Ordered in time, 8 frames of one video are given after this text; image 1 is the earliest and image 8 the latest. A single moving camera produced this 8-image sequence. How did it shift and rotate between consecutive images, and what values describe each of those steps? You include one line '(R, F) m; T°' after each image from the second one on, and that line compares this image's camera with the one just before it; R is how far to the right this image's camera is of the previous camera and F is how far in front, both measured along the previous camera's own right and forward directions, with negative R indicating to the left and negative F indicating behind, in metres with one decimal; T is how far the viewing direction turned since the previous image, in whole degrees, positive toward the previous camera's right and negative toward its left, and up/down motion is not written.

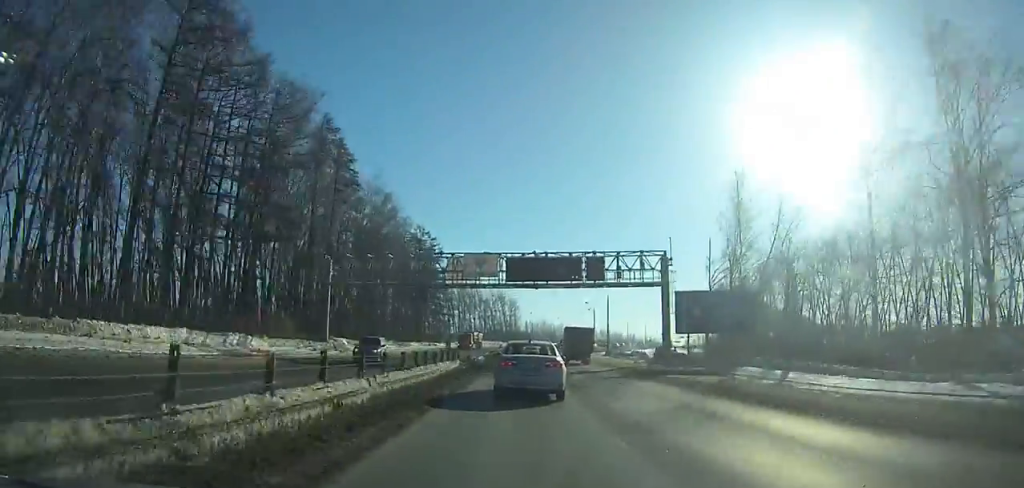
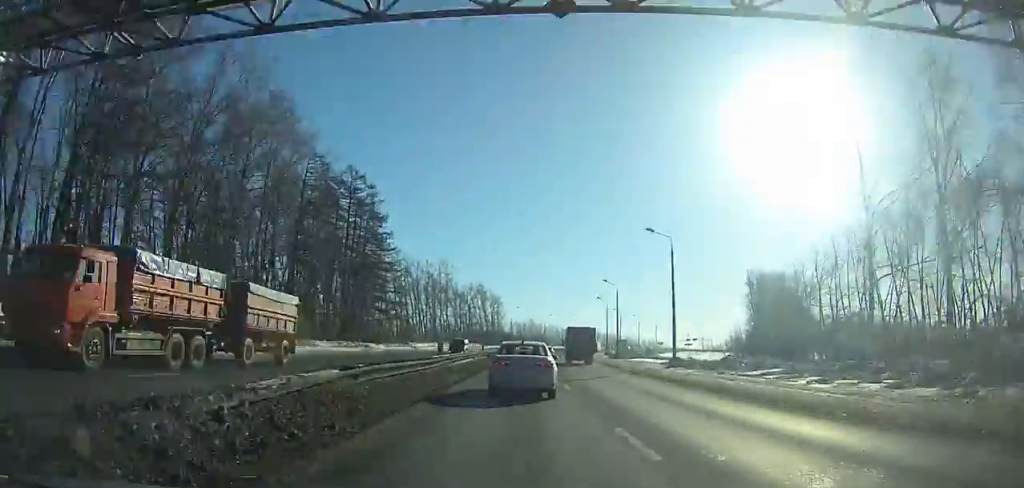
(+0.4, +44.4) m; +2°
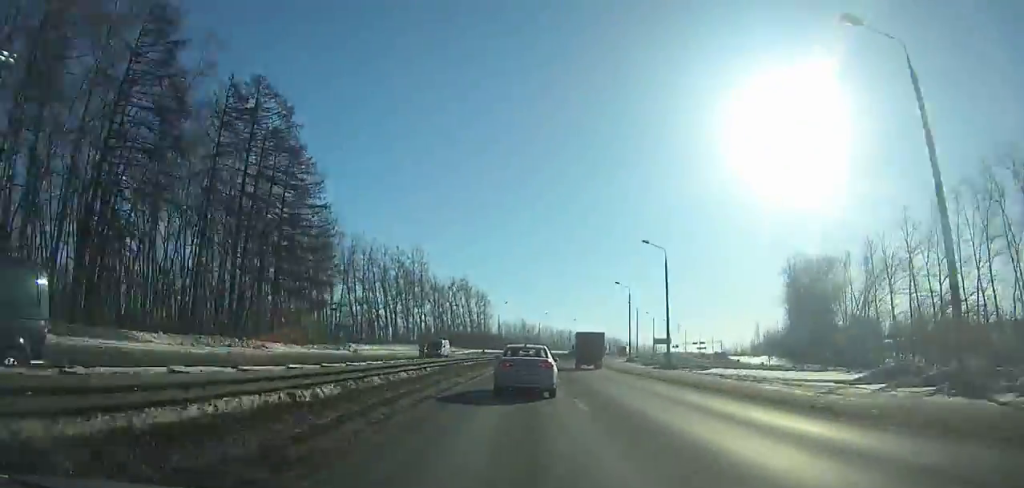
(-0.2, +29.7) m; +2°
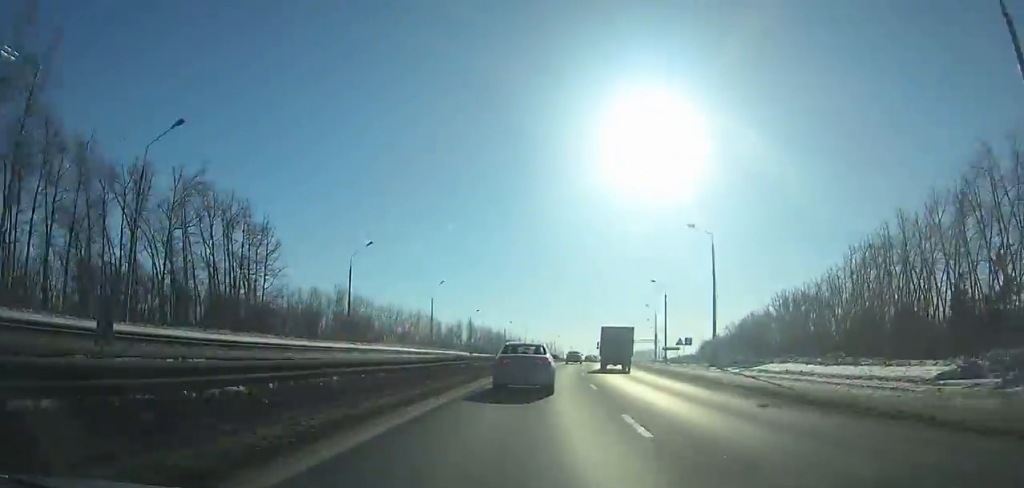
(+11.2, +99.7) m; +13°
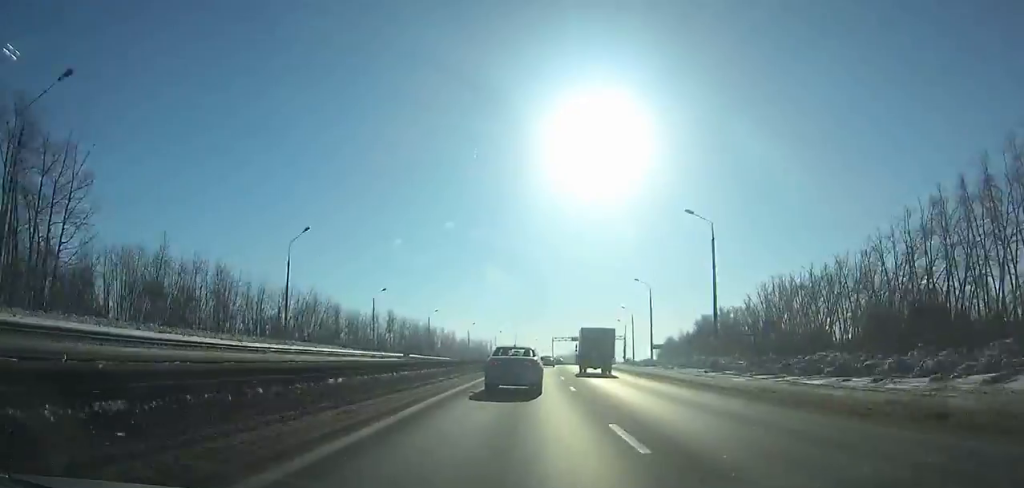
(+1.9, +38.8) m; +4°
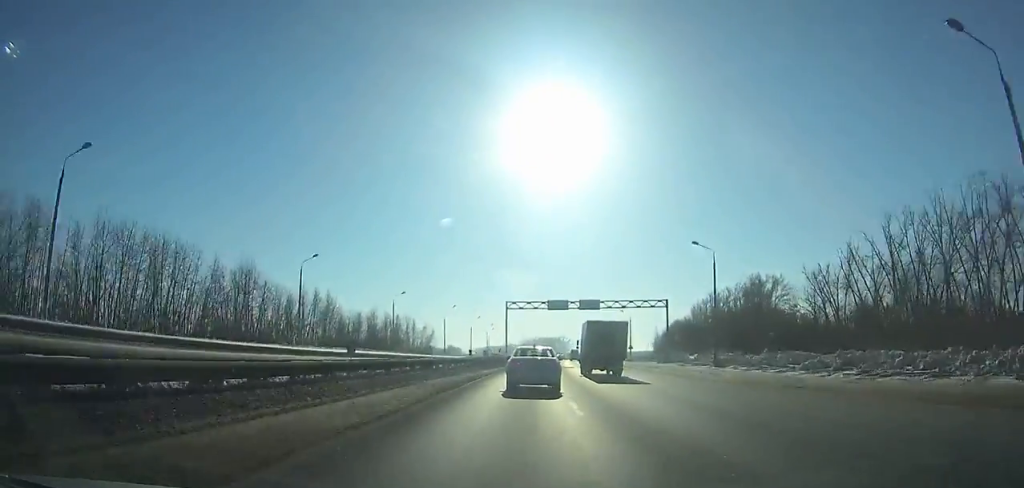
(+5.0, +90.6) m; +6°
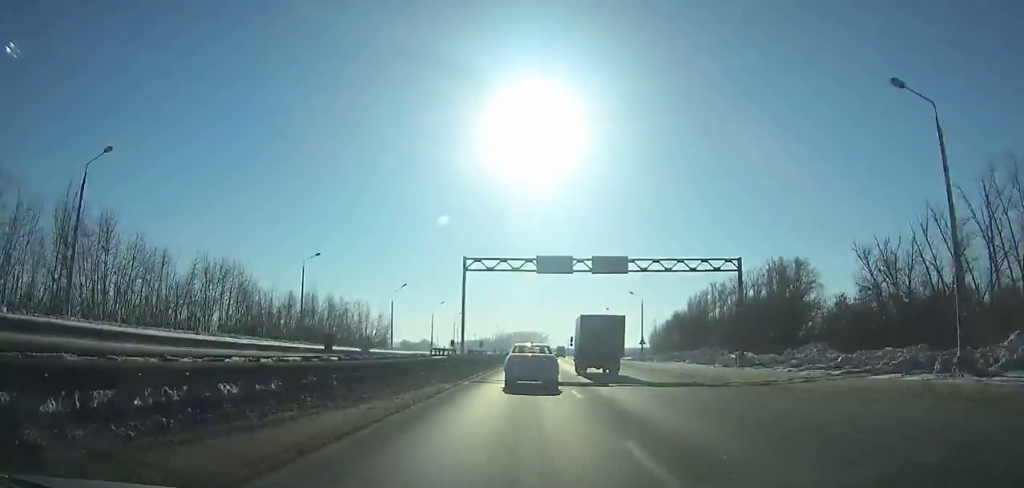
(+0.8, +32.0) m; +1°
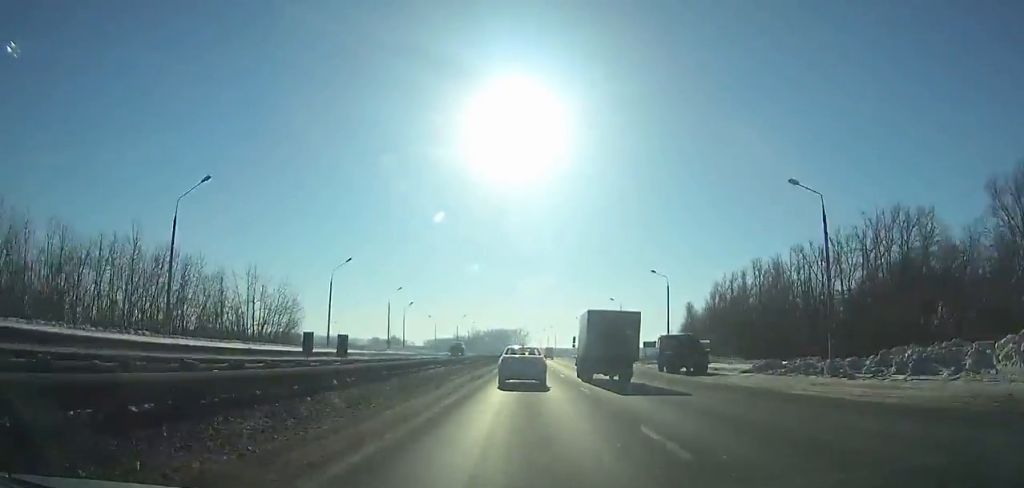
(+1.3, +59.4) m; +2°
